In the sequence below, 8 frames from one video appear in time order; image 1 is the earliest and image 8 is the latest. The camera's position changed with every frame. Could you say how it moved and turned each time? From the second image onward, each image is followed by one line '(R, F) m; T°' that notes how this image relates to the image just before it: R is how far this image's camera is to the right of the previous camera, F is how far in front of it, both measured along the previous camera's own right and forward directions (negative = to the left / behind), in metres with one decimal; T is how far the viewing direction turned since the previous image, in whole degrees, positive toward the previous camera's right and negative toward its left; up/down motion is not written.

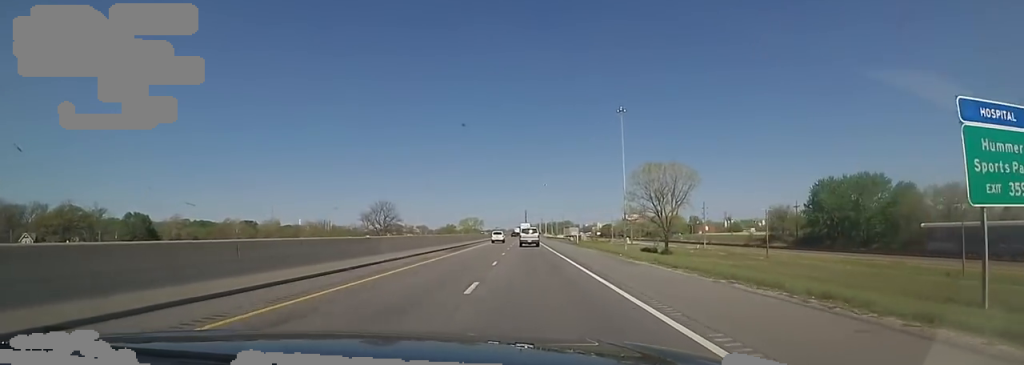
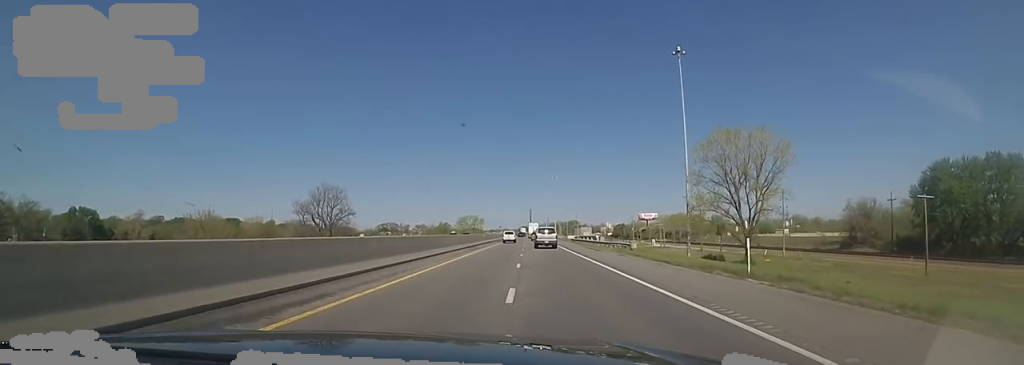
(+0.2, +40.4) m; +1°
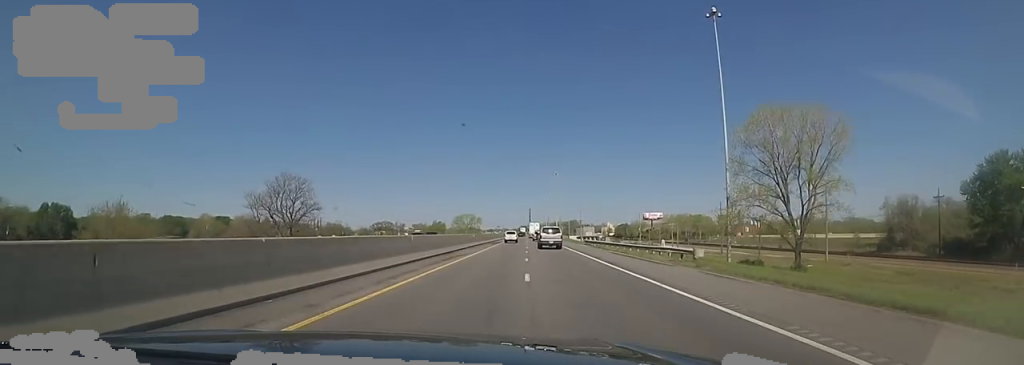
(-0.4, +15.3) m; +1°
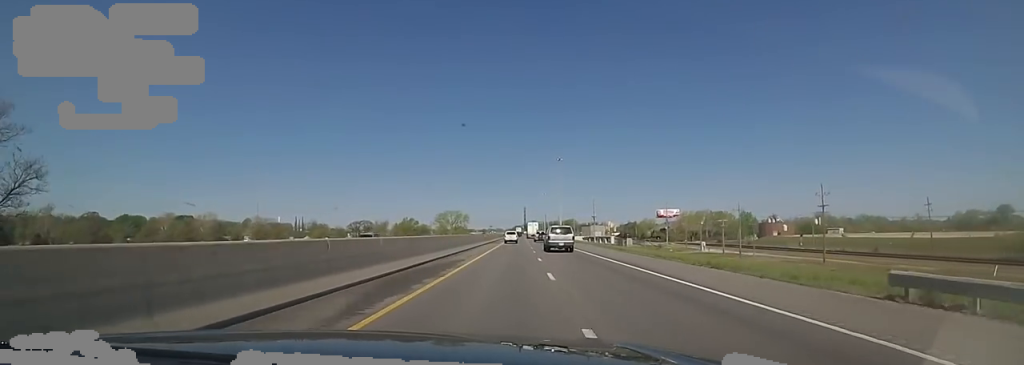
(+1.3, +47.8) m; +1°
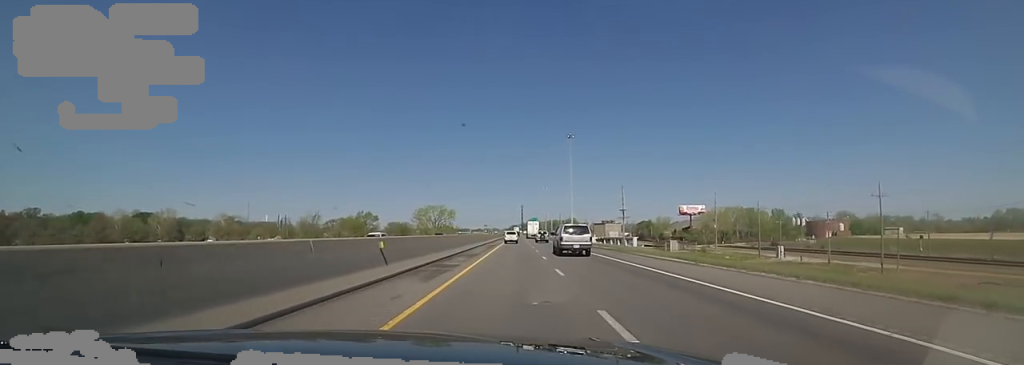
(+0.1, +46.2) m; 0°
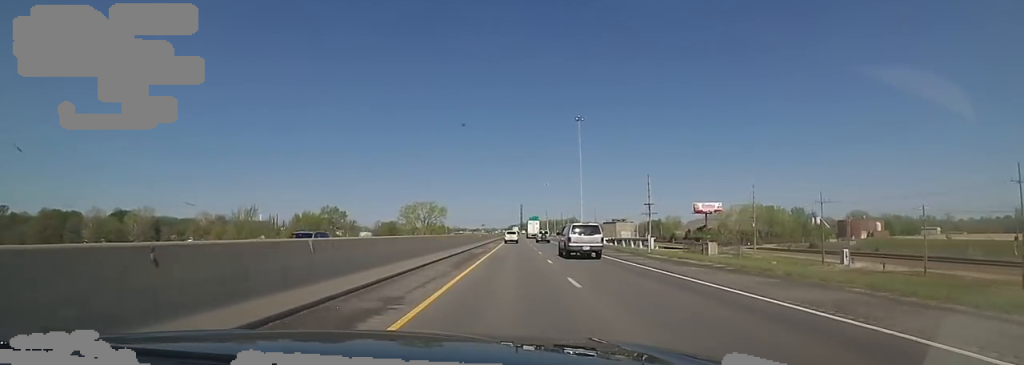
(-0.2, +23.0) m; -1°
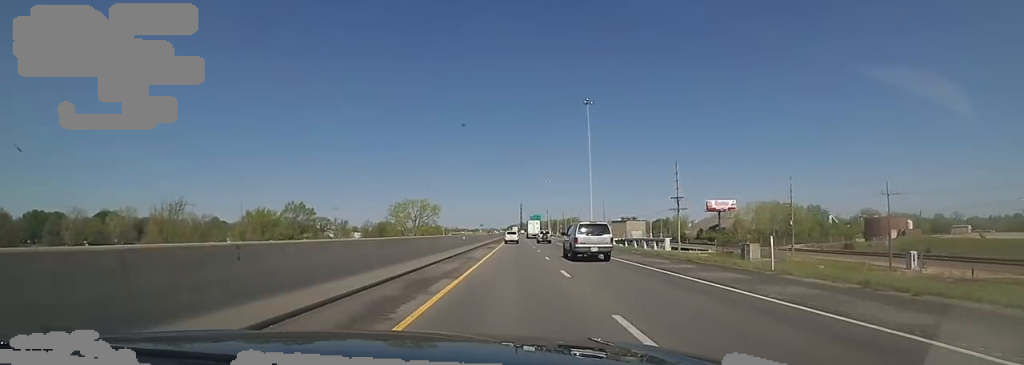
(-0.2, +16.7) m; -1°
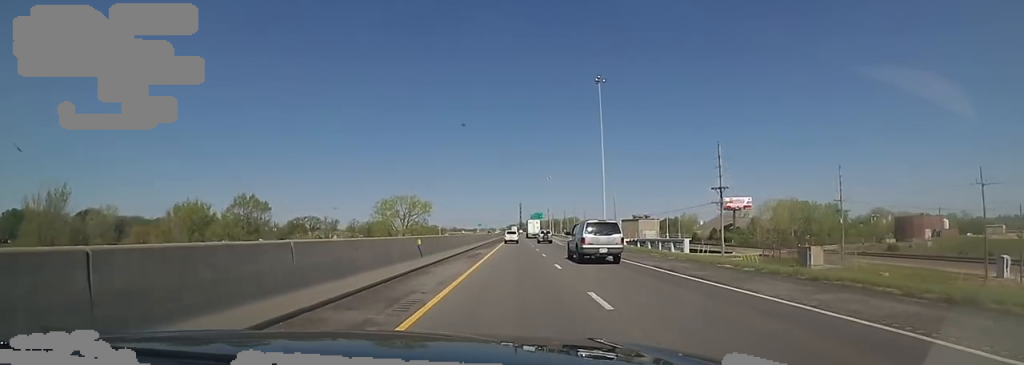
(-0.2, +16.6) m; +1°
